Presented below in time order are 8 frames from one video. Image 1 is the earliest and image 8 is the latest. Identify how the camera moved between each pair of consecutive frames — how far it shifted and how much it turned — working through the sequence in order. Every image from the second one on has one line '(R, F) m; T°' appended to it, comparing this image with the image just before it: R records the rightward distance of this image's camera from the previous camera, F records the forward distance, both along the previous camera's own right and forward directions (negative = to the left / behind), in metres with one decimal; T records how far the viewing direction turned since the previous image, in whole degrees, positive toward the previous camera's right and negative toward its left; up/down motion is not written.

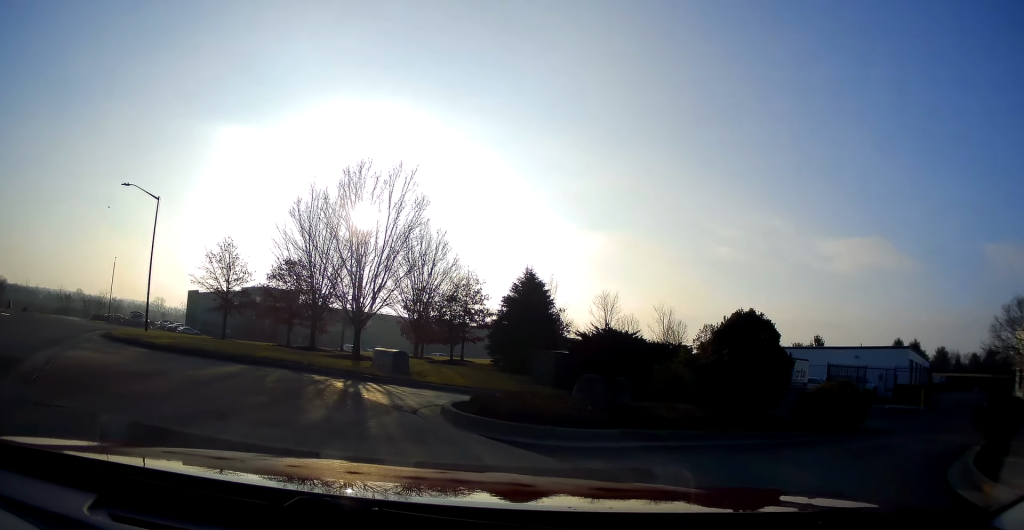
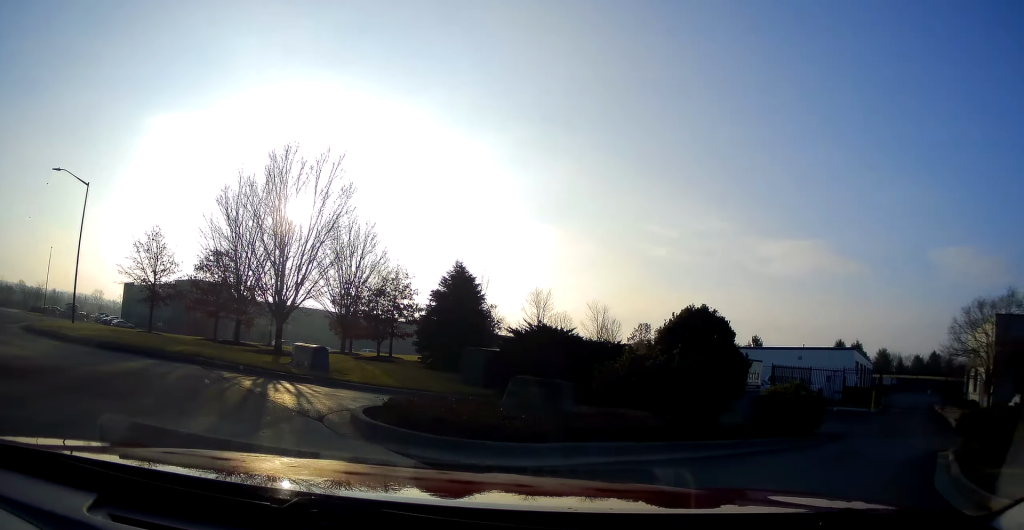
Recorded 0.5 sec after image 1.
(0.0, +1.5) m; +10°
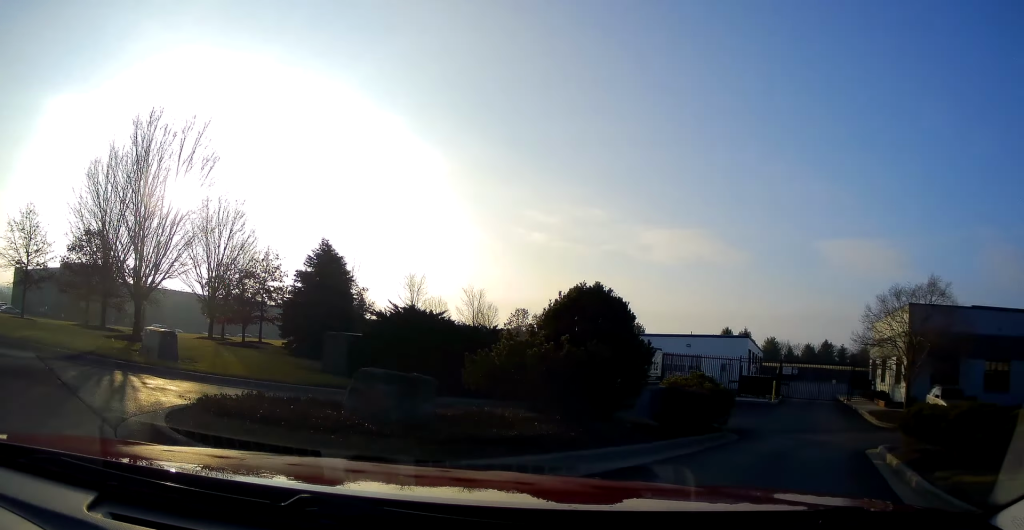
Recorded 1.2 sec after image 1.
(+0.5, +2.3) m; +22°
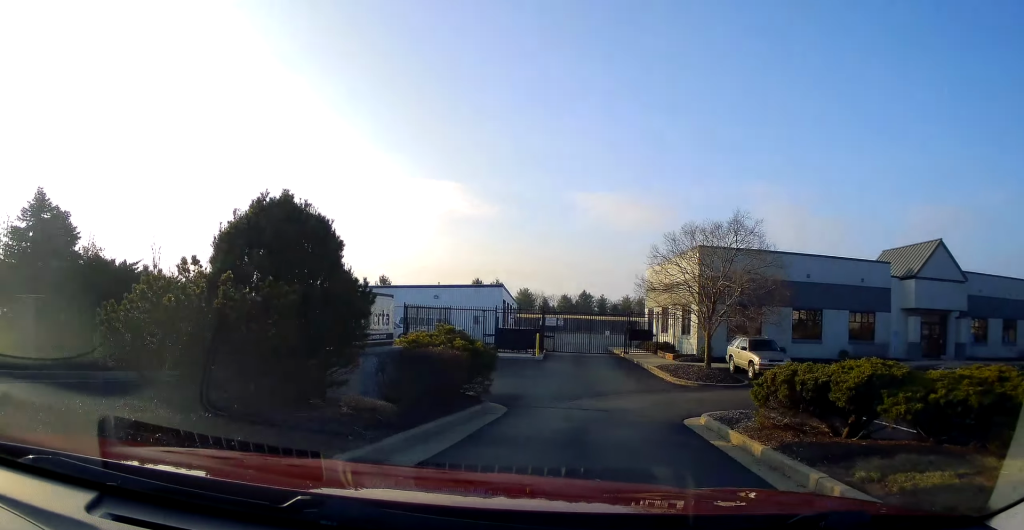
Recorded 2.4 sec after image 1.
(+1.1, +4.1) m; +20°
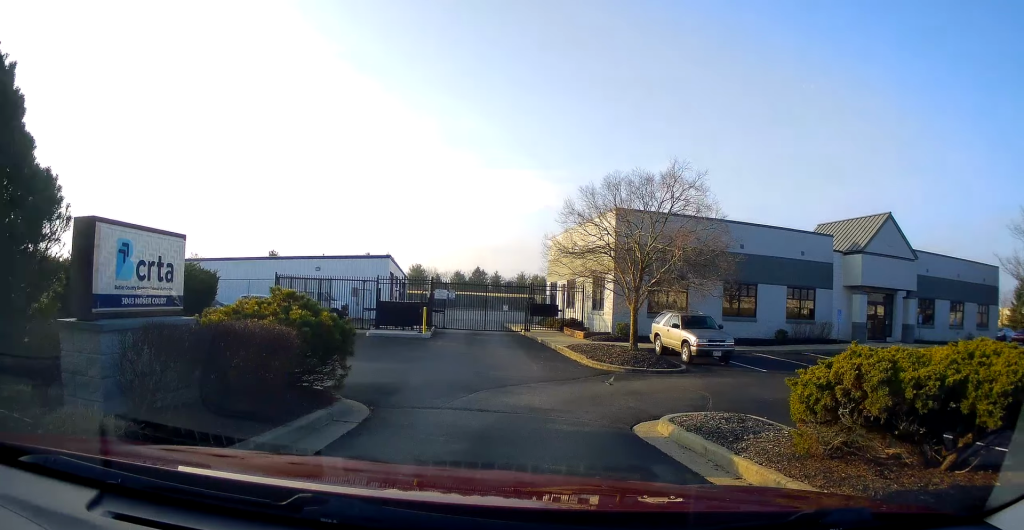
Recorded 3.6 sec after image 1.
(+0.4, +4.4) m; +14°
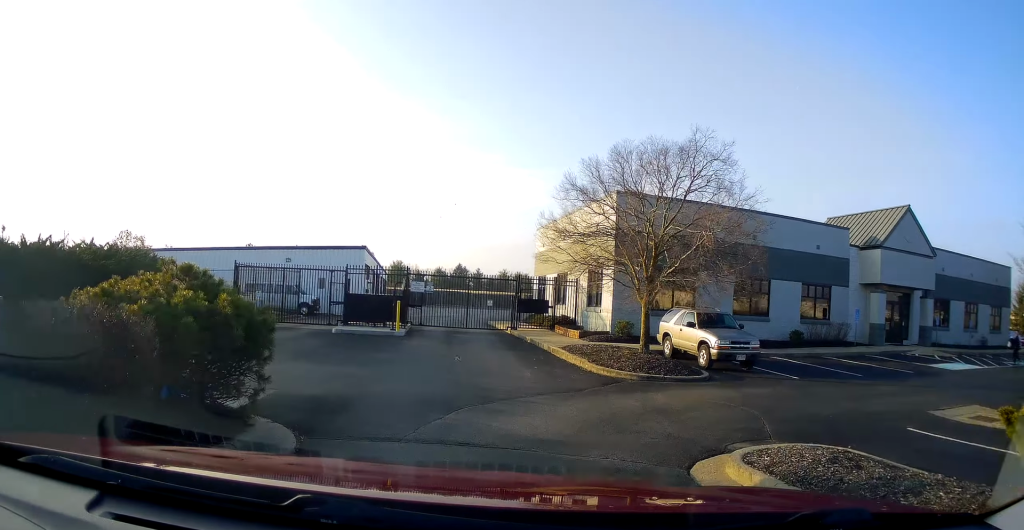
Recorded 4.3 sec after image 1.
(+0.3, +3.0) m; +8°
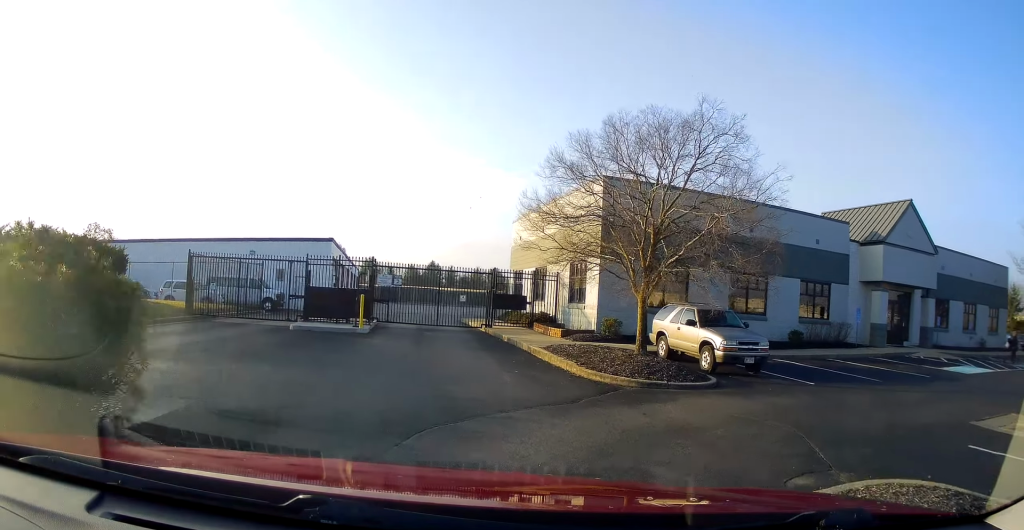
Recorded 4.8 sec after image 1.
(+0.1, +2.1) m; -3°
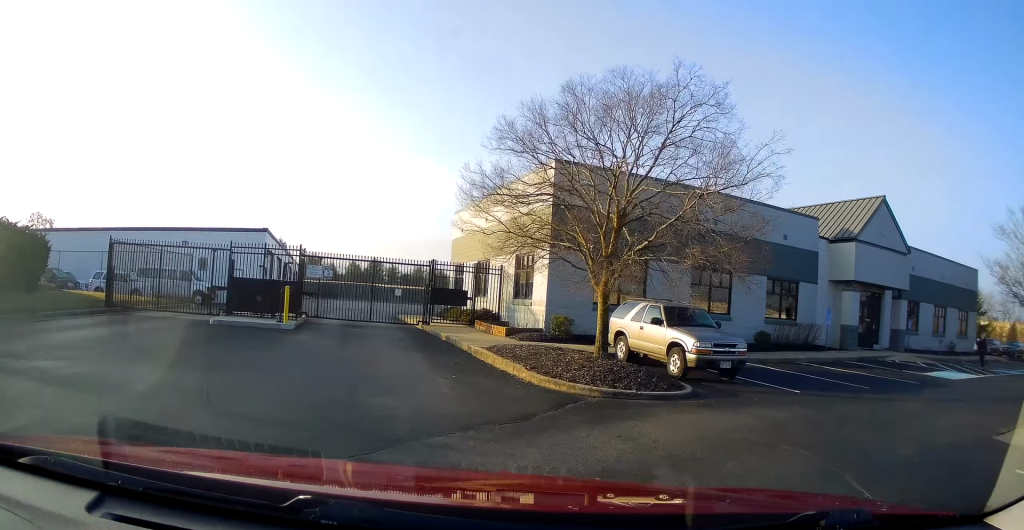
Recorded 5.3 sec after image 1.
(+0.2, +2.1) m; -2°
